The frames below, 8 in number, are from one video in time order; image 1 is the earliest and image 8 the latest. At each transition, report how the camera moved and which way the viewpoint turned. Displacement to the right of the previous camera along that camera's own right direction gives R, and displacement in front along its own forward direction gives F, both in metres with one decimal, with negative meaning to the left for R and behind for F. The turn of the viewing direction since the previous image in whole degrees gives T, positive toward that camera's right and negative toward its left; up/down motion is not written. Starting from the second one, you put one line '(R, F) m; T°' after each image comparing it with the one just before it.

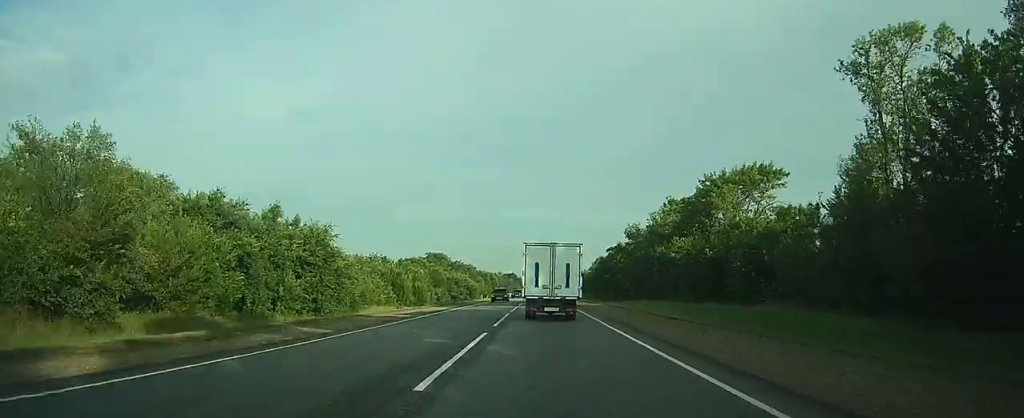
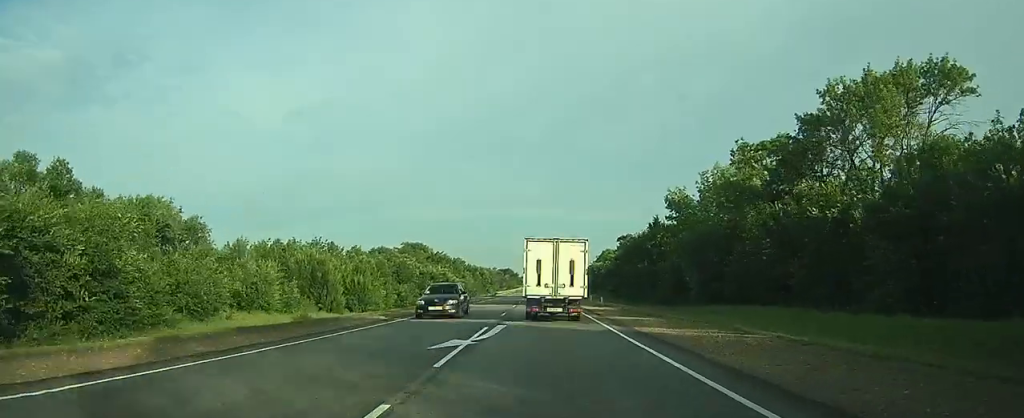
(+0.1, +33.7) m; 0°
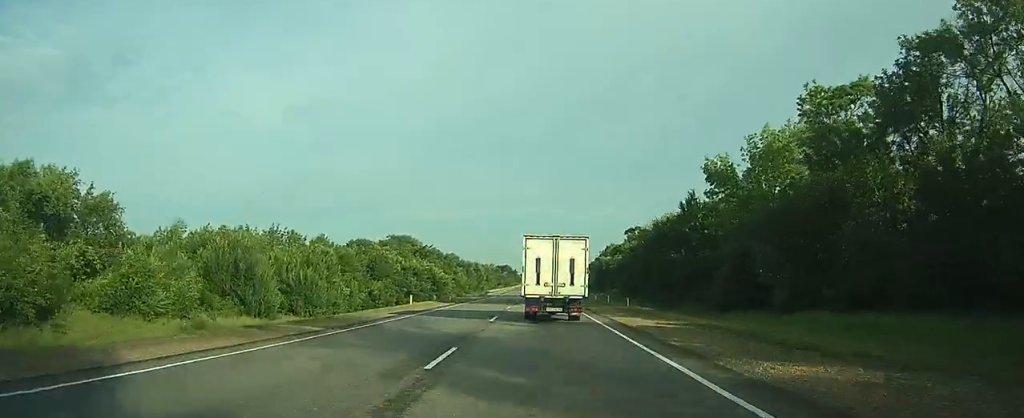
(0.0, +16.5) m; 0°
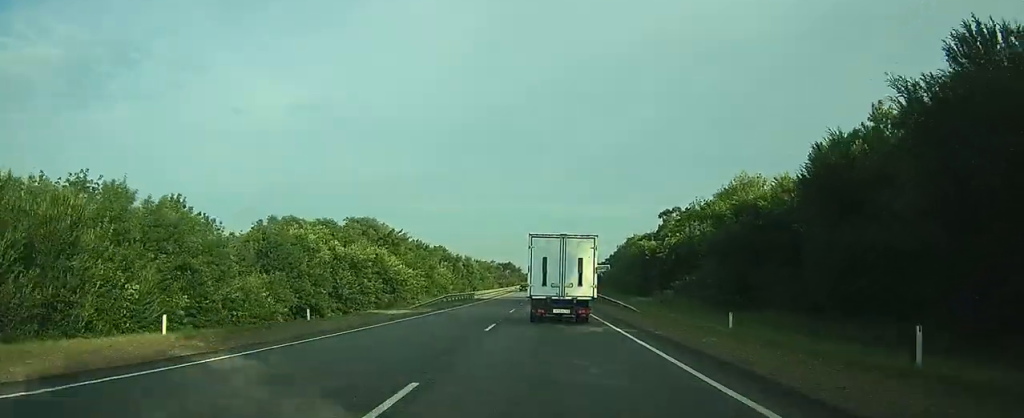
(0.0, +40.4) m; 0°
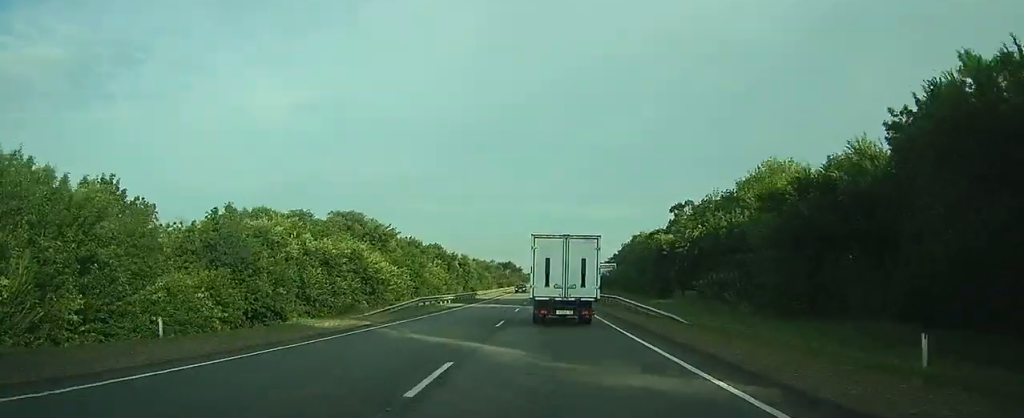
(0.0, +9.9) m; 0°
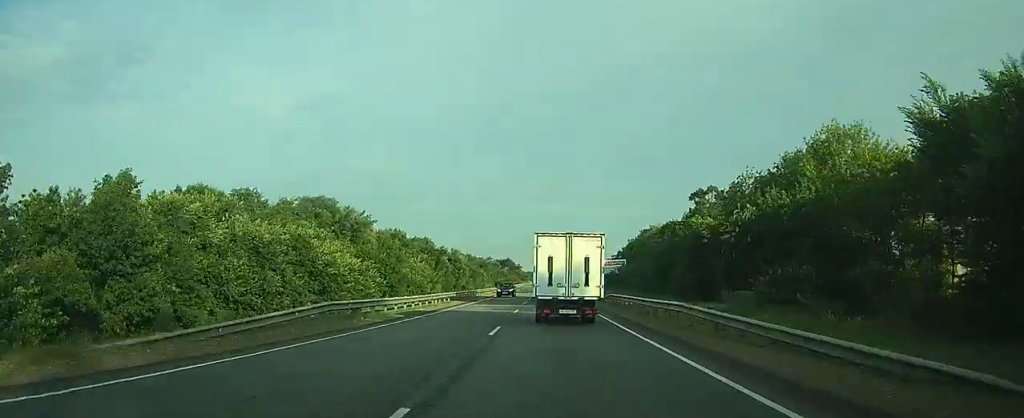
(0.0, +15.7) m; 0°
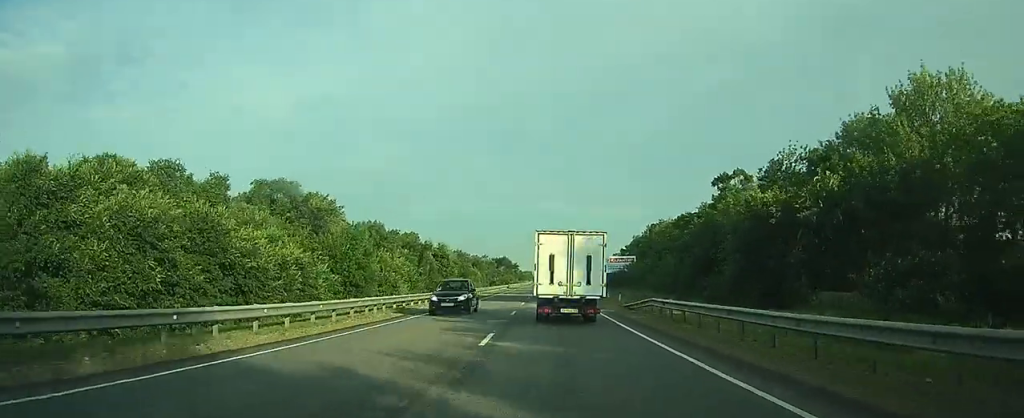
(0.0, +14.8) m; 0°
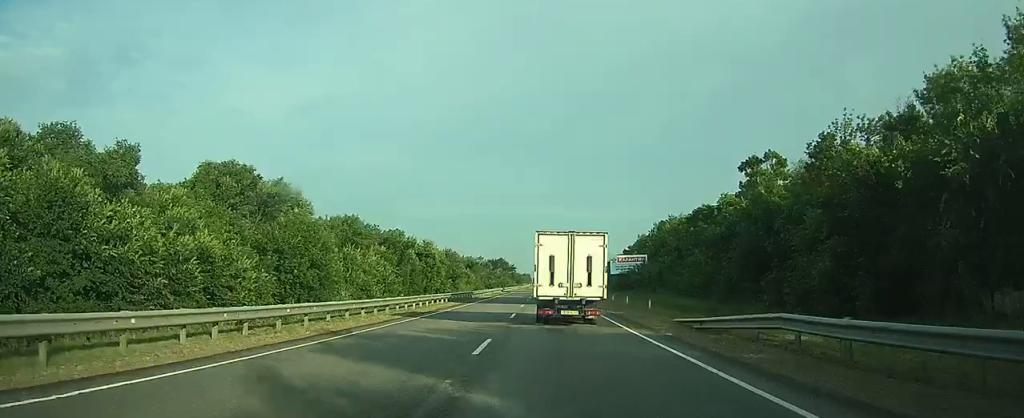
(0.0, +13.2) m; 0°
